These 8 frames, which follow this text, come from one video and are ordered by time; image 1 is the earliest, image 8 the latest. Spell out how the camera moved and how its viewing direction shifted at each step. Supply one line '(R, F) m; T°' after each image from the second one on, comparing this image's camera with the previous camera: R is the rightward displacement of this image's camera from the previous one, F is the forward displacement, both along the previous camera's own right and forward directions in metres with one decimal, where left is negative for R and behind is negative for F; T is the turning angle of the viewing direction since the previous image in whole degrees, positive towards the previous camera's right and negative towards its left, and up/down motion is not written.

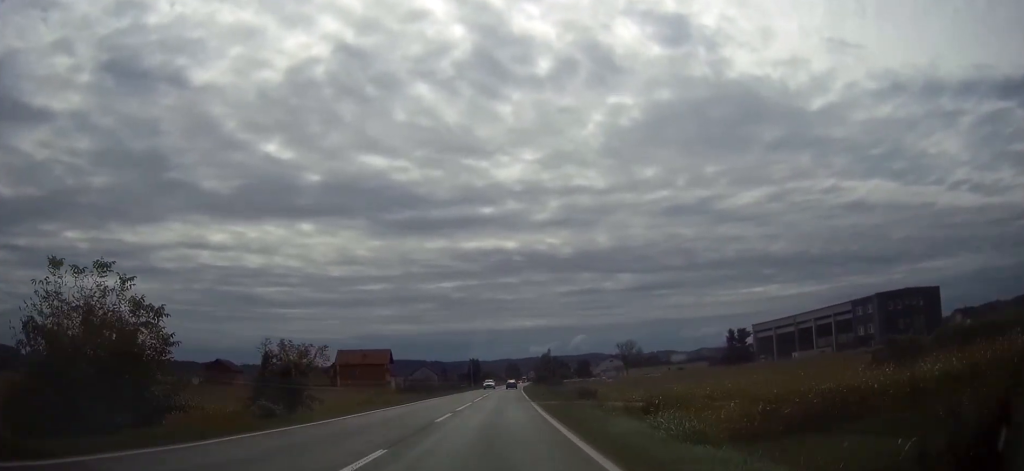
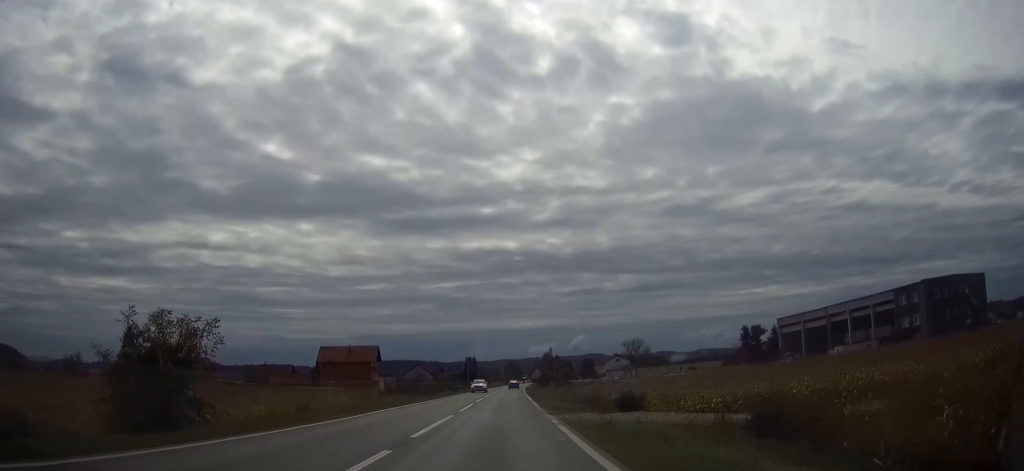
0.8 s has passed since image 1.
(0.0, +15.1) m; 0°
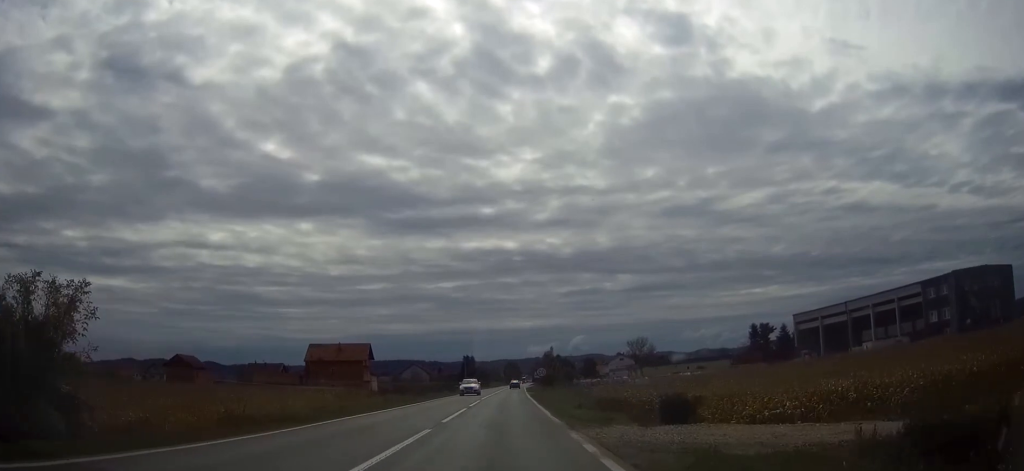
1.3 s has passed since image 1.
(0.0, +8.3) m; 0°
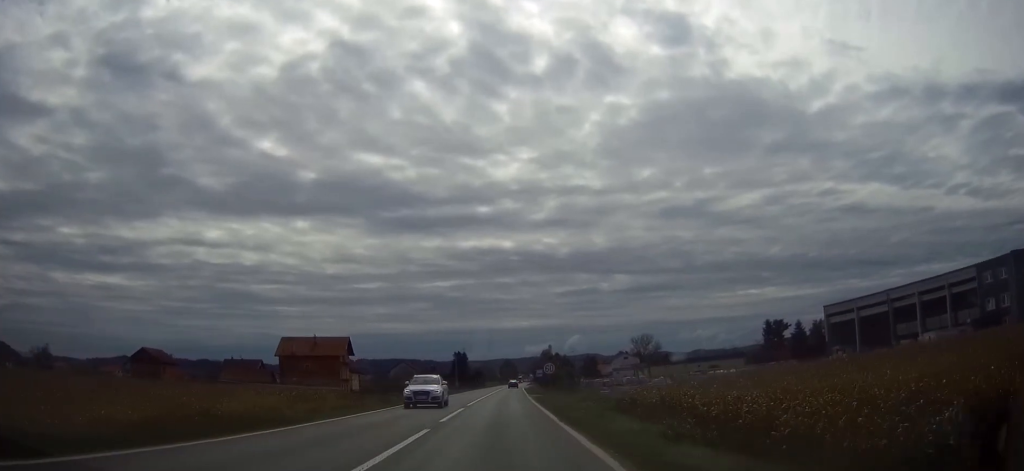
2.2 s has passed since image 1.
(0.0, +15.1) m; 0°
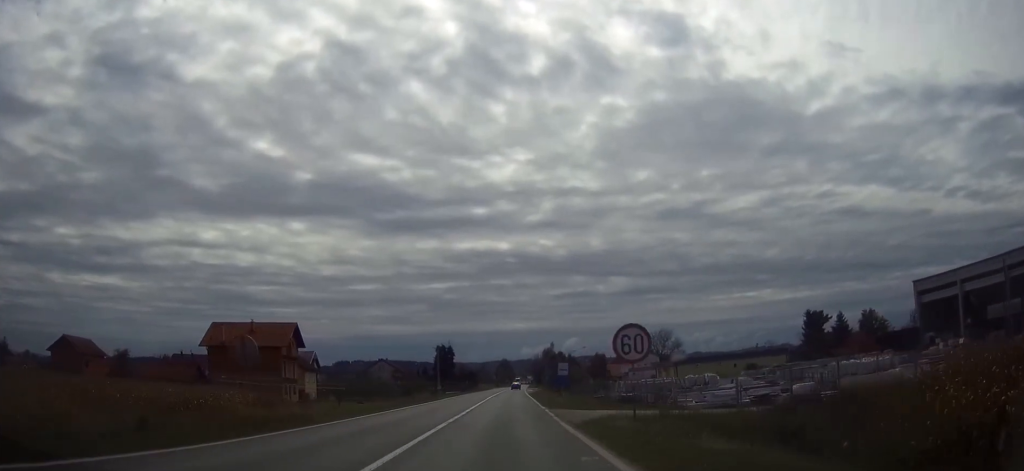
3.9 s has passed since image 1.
(+0.1, +29.5) m; 0°
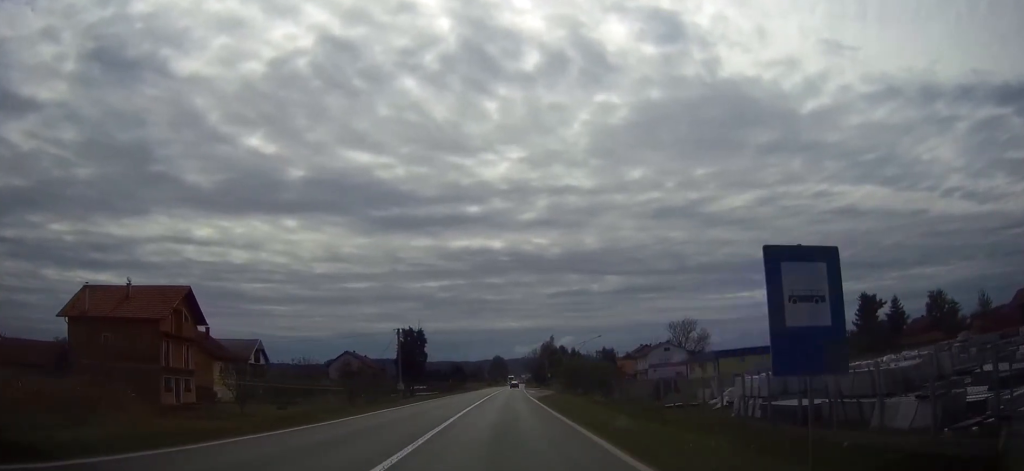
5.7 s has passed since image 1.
(+0.1, +31.7) m; 0°
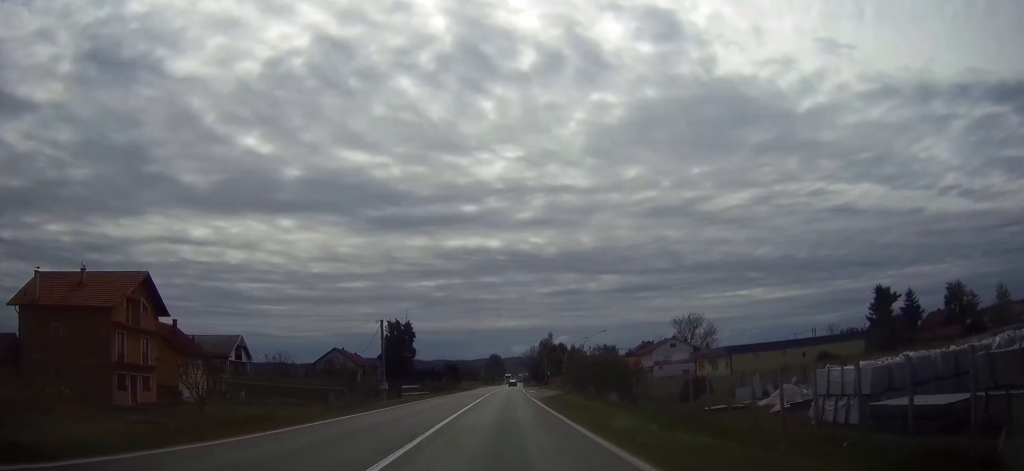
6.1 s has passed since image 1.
(0.0, +7.5) m; 0°
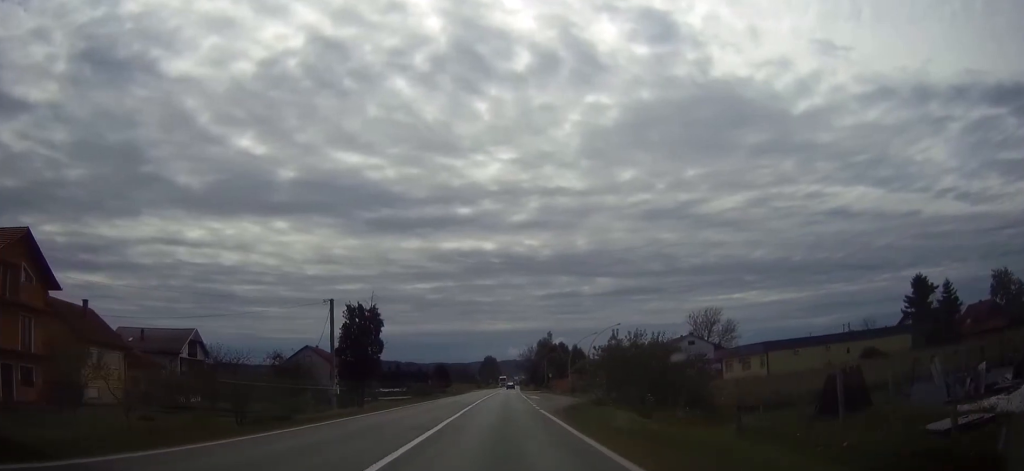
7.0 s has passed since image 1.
(0.0, +16.7) m; 0°
